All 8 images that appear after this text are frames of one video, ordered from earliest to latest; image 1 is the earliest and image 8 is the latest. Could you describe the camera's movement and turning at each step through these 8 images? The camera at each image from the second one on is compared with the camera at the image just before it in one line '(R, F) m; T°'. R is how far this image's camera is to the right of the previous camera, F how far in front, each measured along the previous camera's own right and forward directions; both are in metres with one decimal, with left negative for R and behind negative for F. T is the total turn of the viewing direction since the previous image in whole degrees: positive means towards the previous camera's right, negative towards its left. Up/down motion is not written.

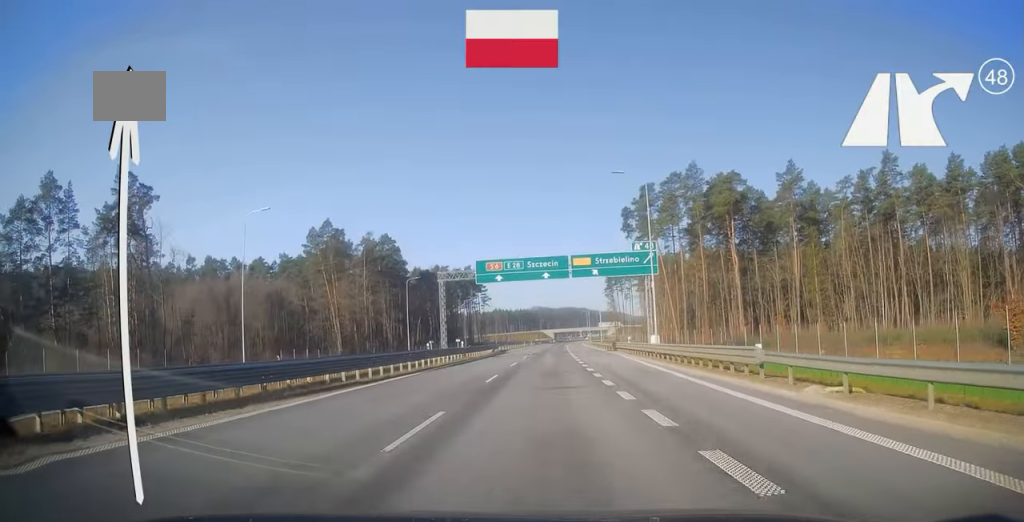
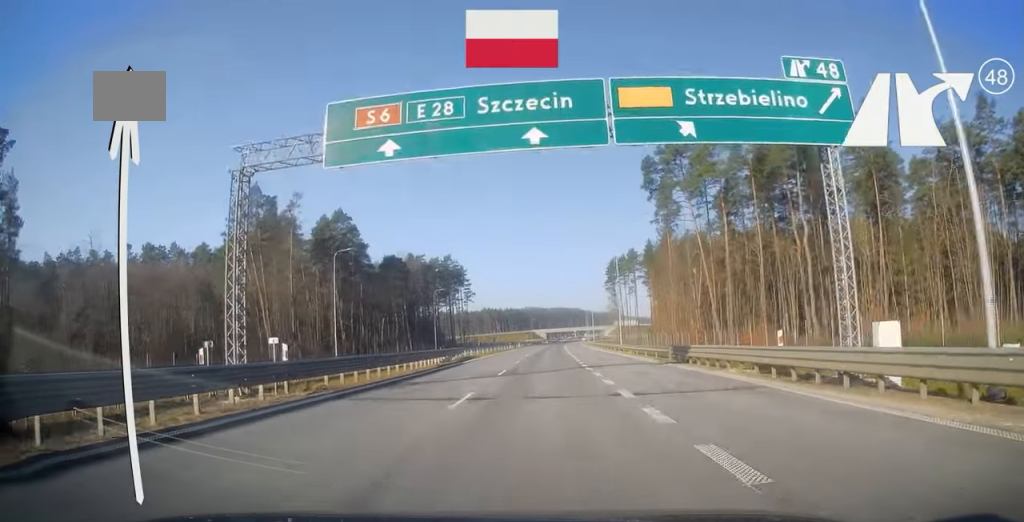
(0.0, +30.8) m; 0°
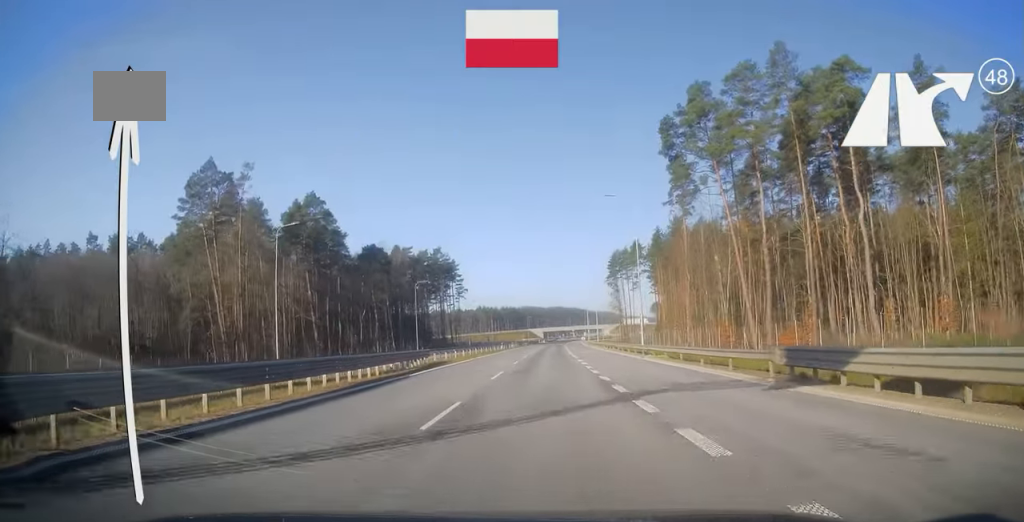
(+0.1, +14.1) m; 0°
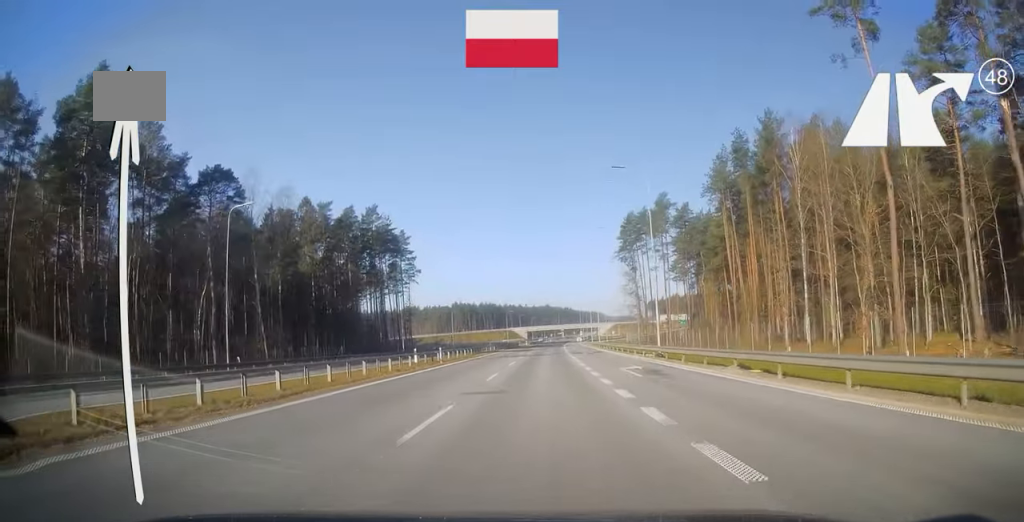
(+0.6, +58.0) m; +1°
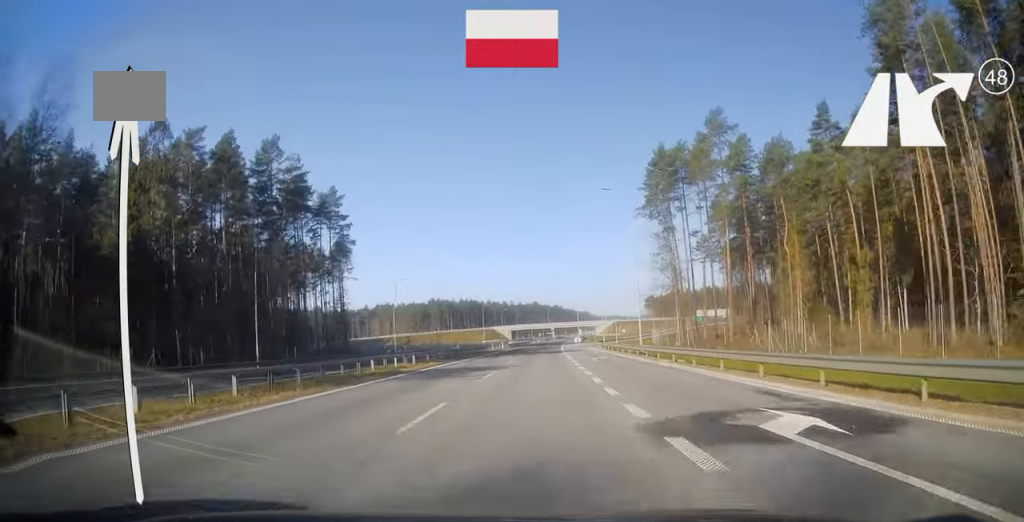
(+0.4, +43.6) m; +1°
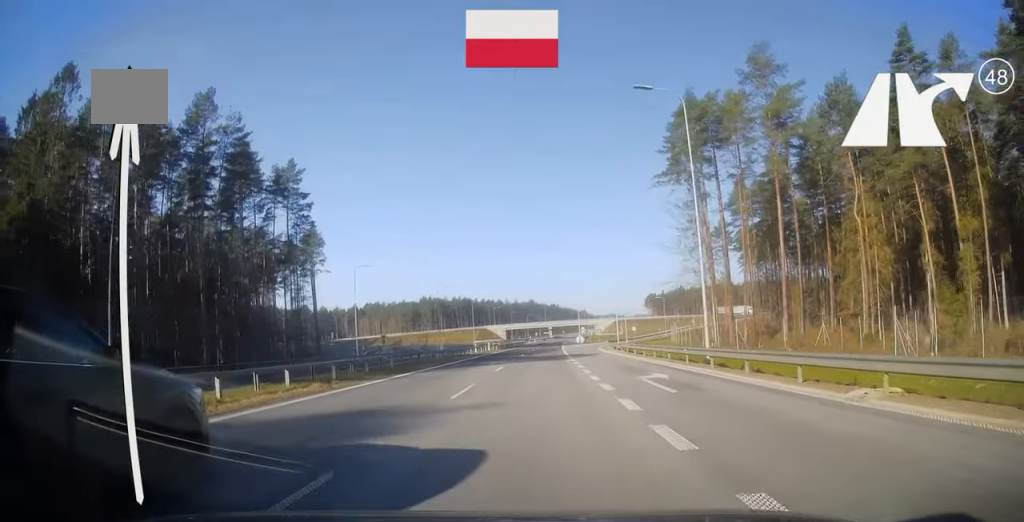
(+0.1, +16.1) m; 0°
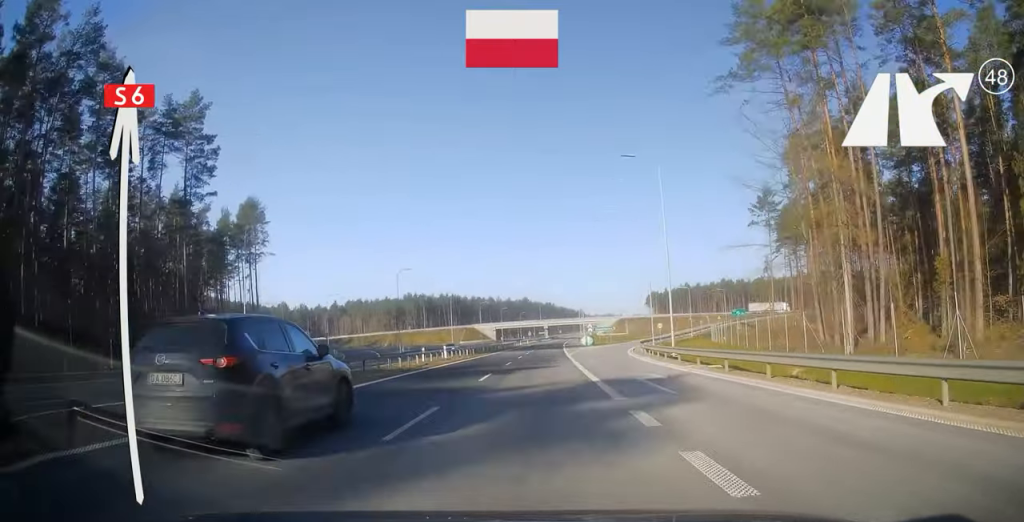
(+0.1, +25.4) m; 0°
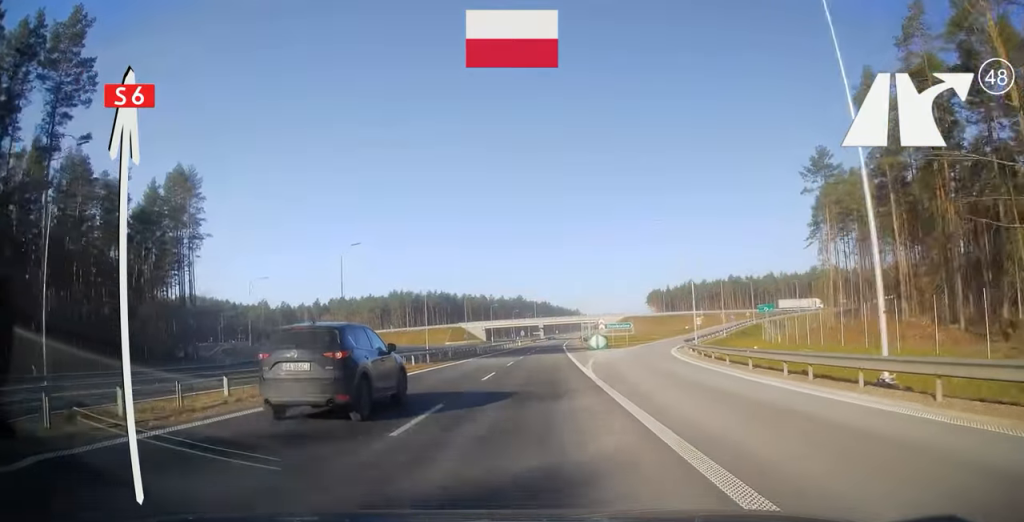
(+0.1, +21.1) m; +1°
